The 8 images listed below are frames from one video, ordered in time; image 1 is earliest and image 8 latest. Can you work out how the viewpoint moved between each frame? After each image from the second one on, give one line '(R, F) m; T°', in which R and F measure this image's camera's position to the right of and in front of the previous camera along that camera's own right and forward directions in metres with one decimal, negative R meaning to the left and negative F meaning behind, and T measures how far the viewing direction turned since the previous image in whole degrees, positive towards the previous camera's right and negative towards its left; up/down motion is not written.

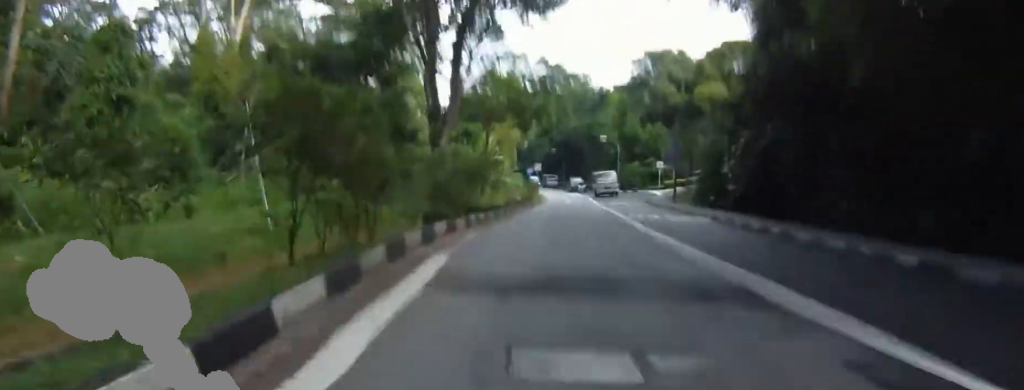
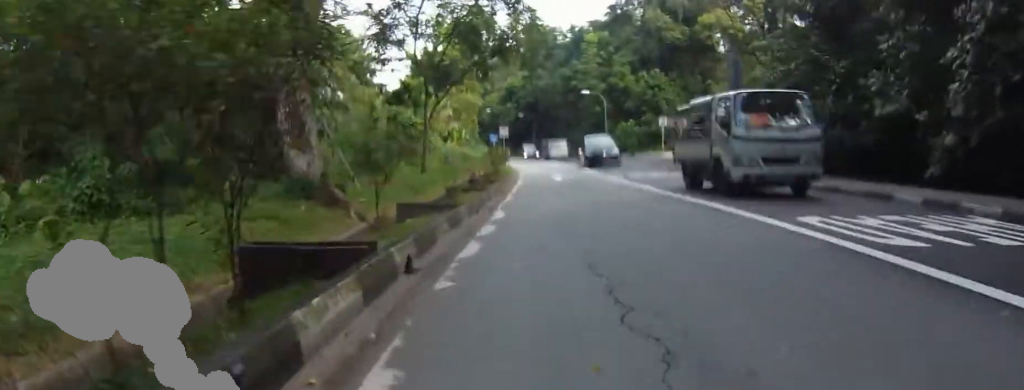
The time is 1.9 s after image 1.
(+0.4, +15.3) m; +2°
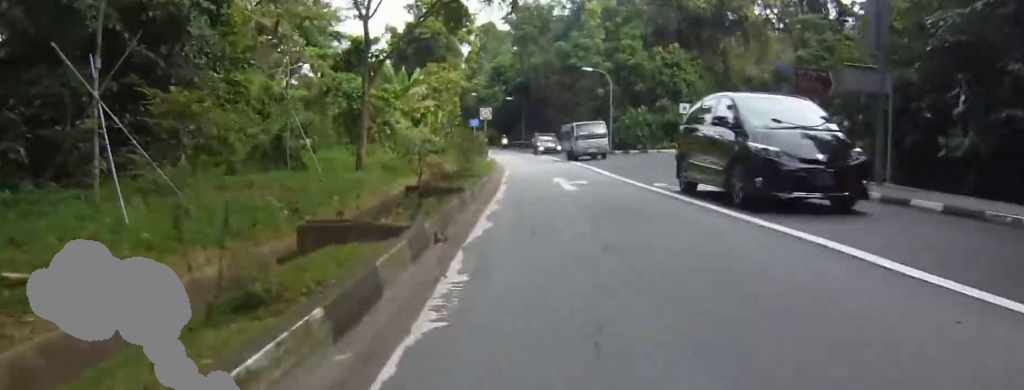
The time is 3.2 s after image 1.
(-0.1, +10.0) m; -7°
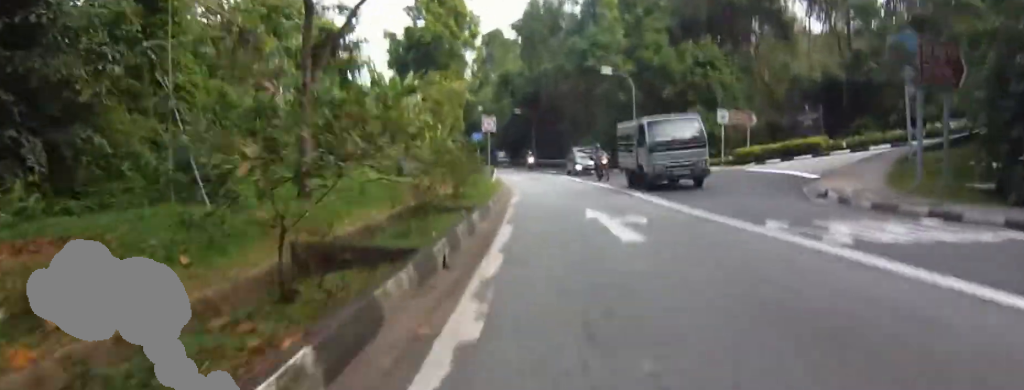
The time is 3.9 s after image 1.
(-0.4, +6.5) m; -3°
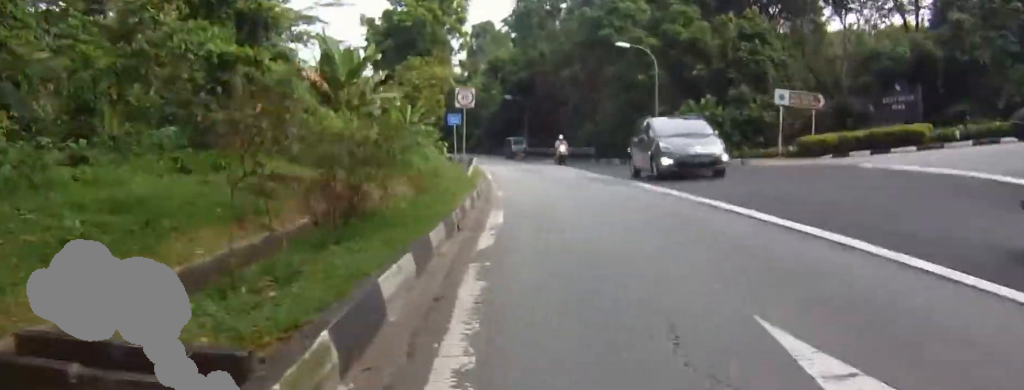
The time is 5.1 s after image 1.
(0.0, +10.3) m; +3°
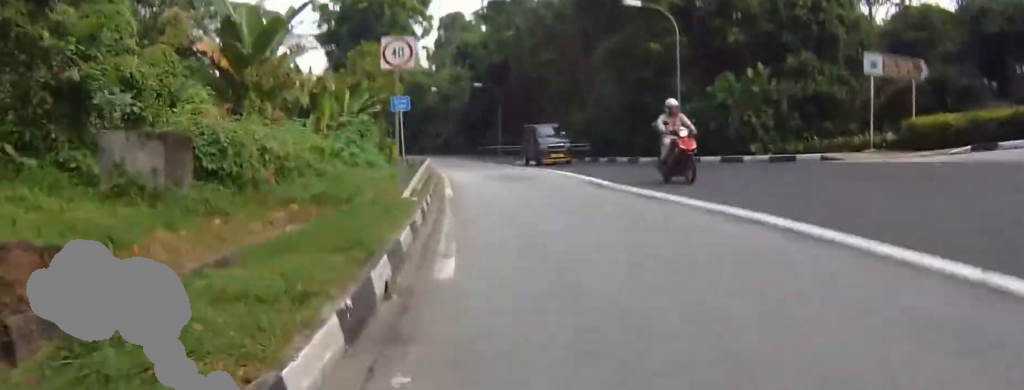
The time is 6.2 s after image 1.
(+0.5, +11.0) m; +8°
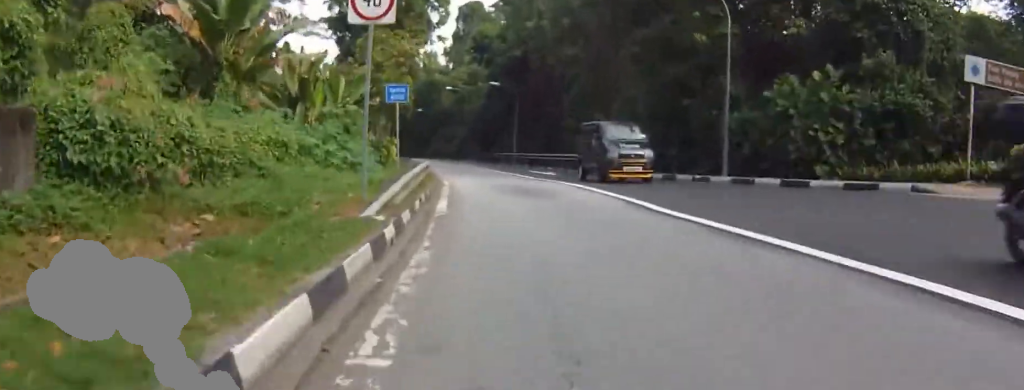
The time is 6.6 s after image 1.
(0.0, +4.6) m; +4°
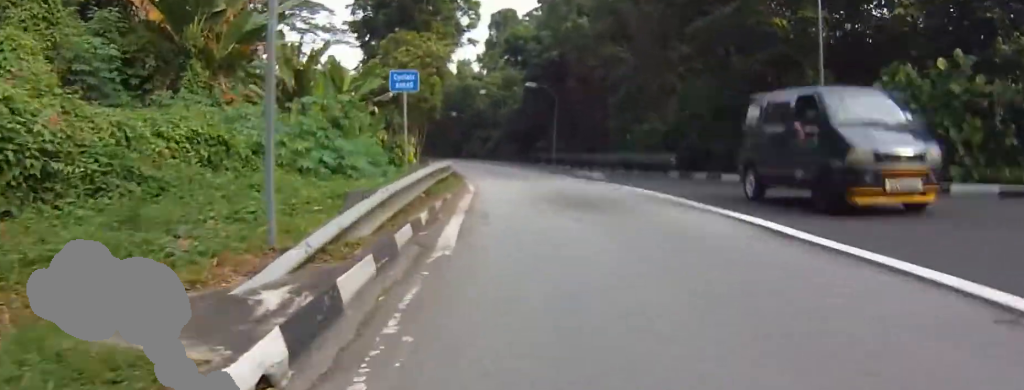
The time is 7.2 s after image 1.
(+0.6, +4.8) m; +2°
